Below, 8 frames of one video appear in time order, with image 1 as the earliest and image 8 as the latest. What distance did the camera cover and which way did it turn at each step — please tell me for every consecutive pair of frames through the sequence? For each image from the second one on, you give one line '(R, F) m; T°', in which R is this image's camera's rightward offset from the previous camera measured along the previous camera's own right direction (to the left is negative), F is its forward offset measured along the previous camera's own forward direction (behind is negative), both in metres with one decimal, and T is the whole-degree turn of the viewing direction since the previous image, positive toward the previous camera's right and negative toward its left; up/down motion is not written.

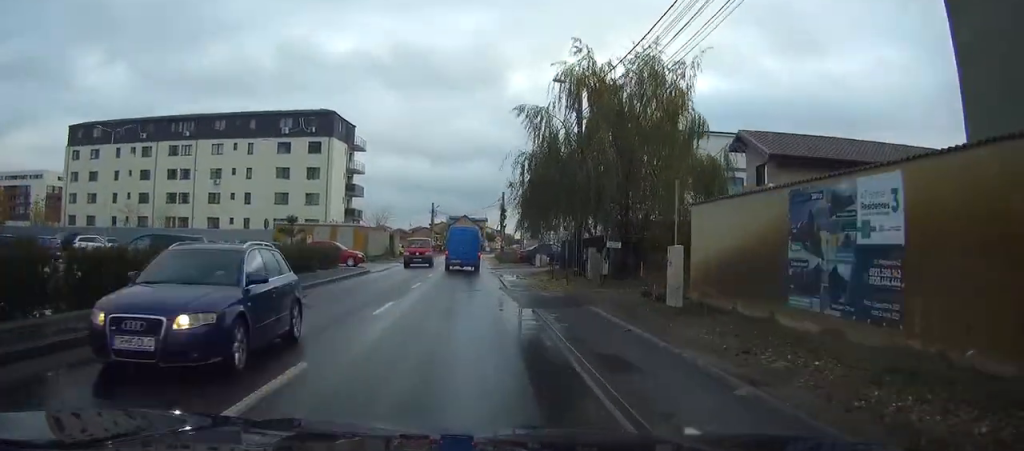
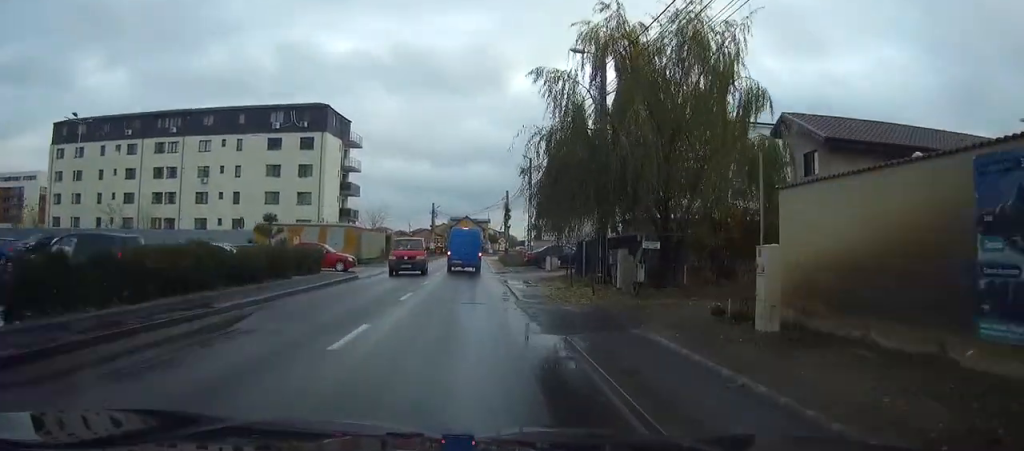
(-0.1, +4.8) m; 0°
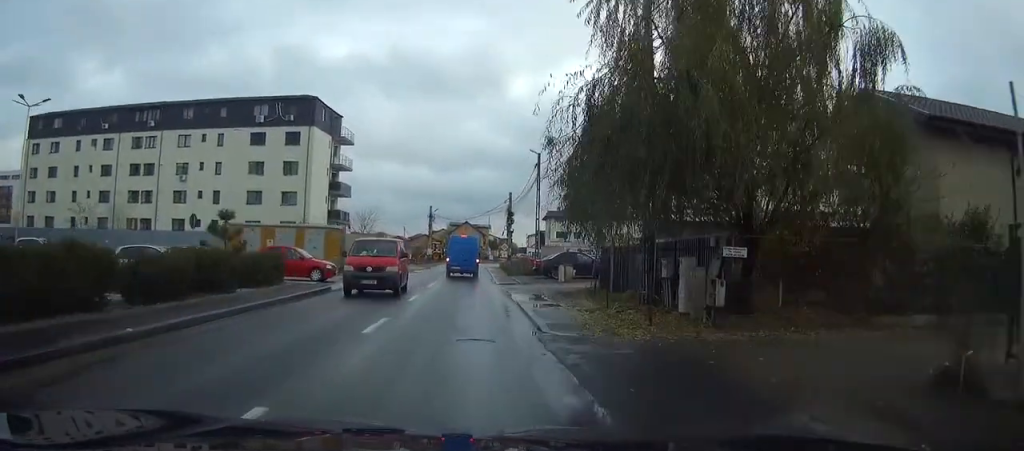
(0.0, +6.4) m; 0°
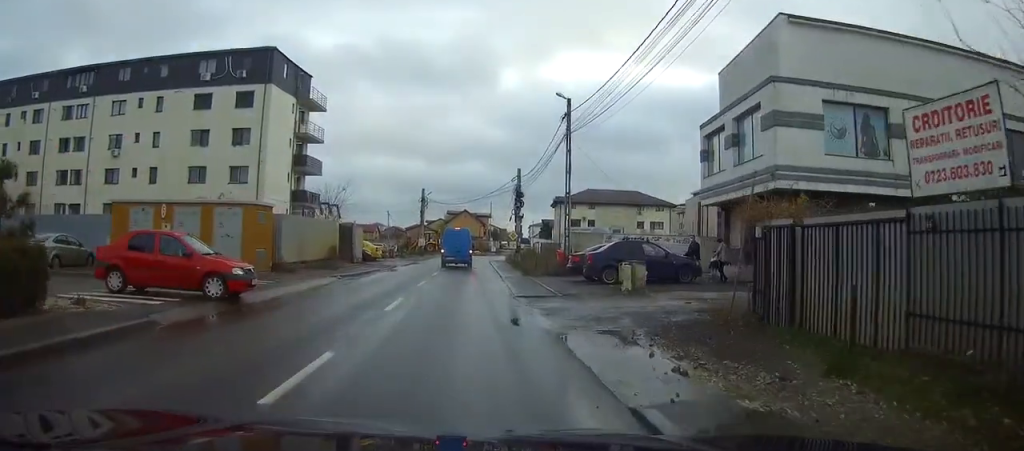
(+0.2, +15.2) m; +1°
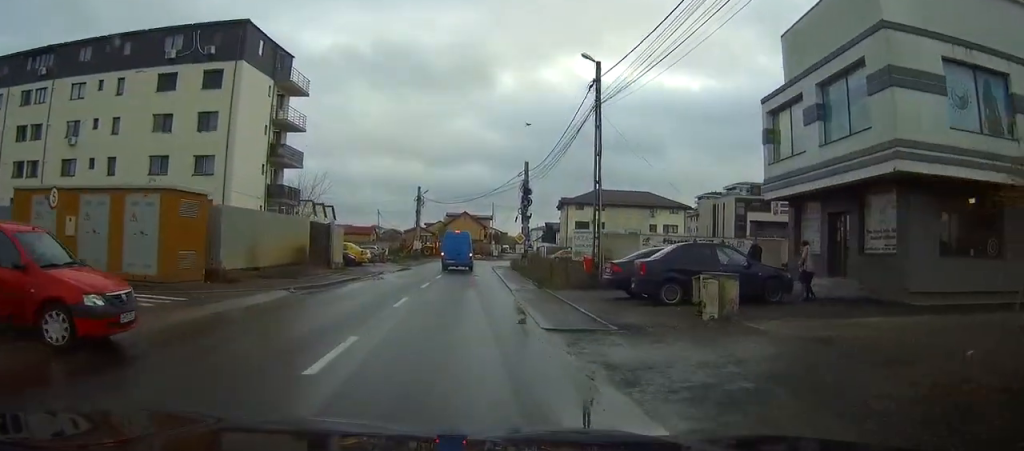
(0.0, +7.6) m; 0°
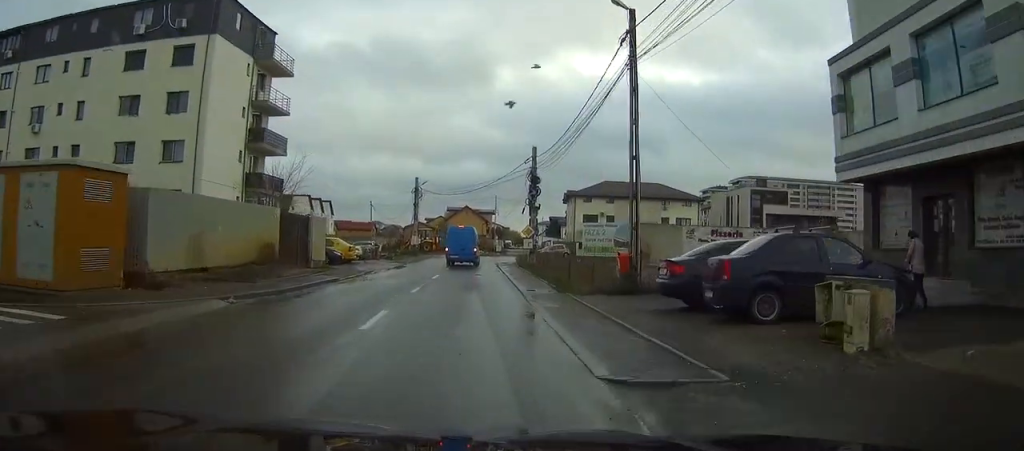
(0.0, +5.7) m; 0°
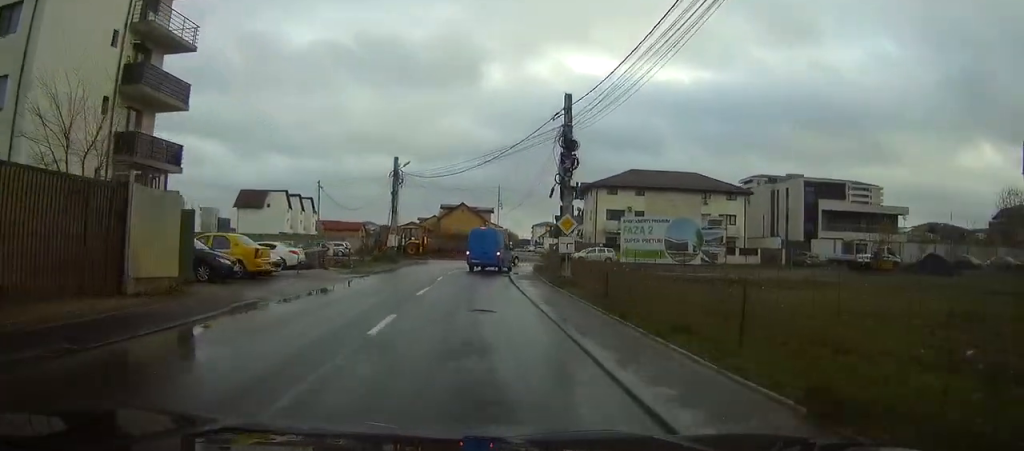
(-0.2, +18.8) m; 0°
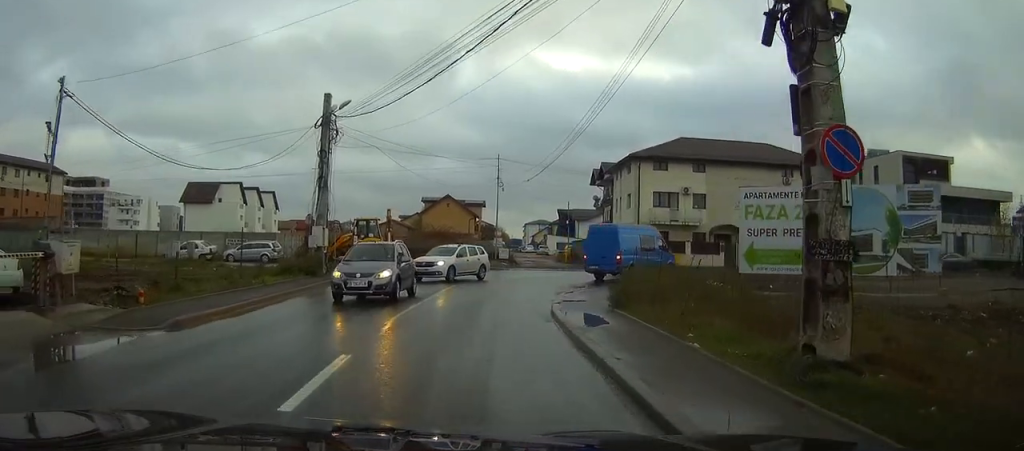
(+0.2, +25.0) m; +2°
